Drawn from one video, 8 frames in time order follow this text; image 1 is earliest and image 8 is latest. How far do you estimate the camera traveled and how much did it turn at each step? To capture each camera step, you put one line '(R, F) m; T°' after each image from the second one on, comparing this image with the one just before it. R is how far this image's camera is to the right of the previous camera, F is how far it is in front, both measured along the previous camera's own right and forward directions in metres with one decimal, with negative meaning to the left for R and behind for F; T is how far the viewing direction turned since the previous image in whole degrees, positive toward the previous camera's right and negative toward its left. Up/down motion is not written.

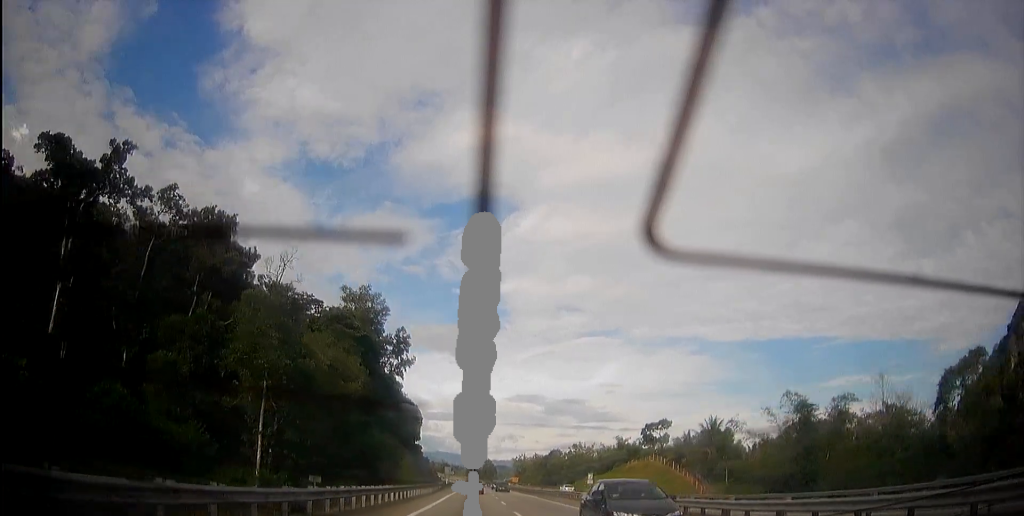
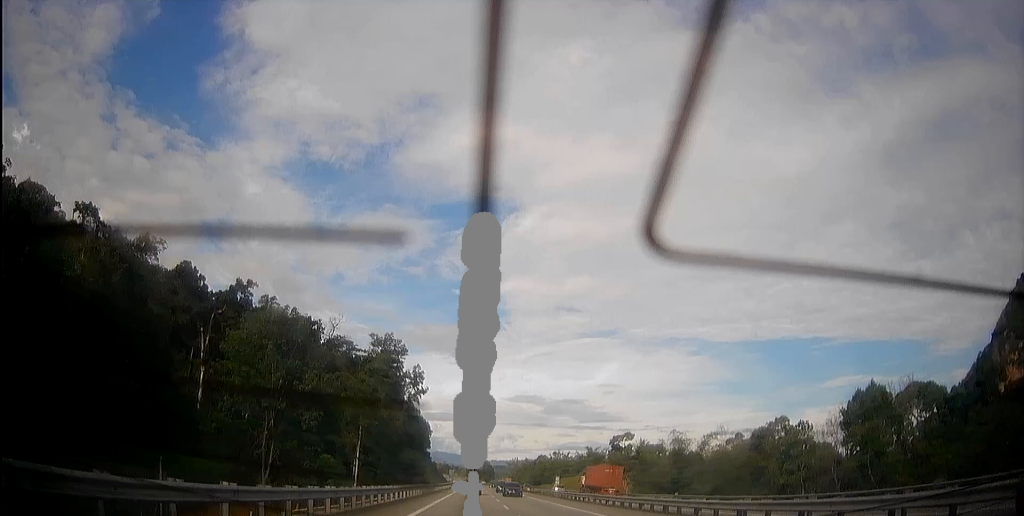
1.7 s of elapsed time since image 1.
(0.0, +44.2) m; 0°
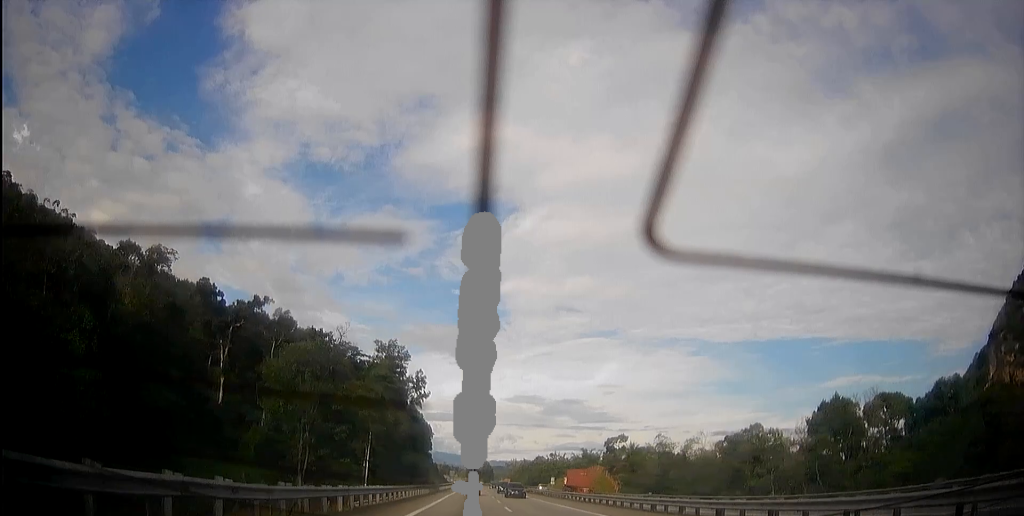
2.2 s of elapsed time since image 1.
(0.0, +11.3) m; 0°
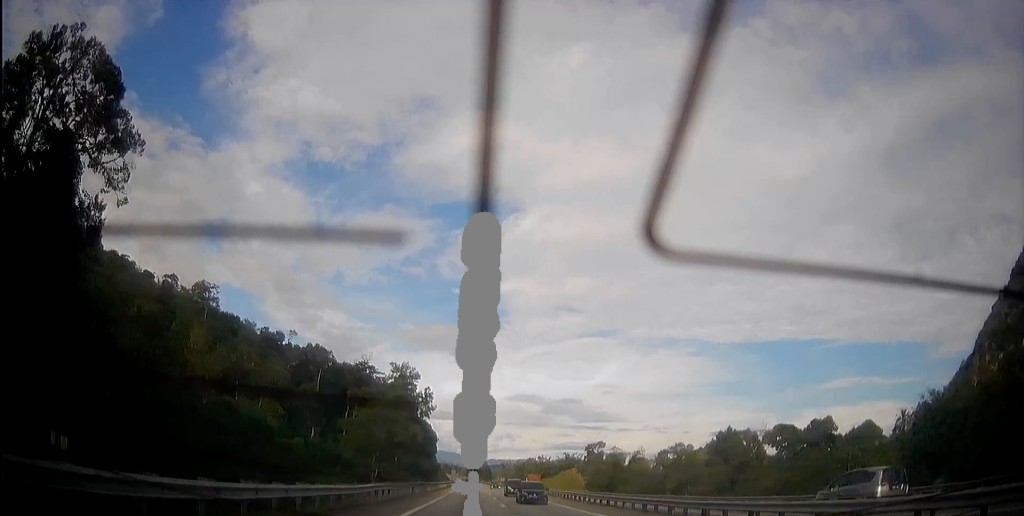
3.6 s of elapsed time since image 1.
(0.0, +38.0) m; 0°
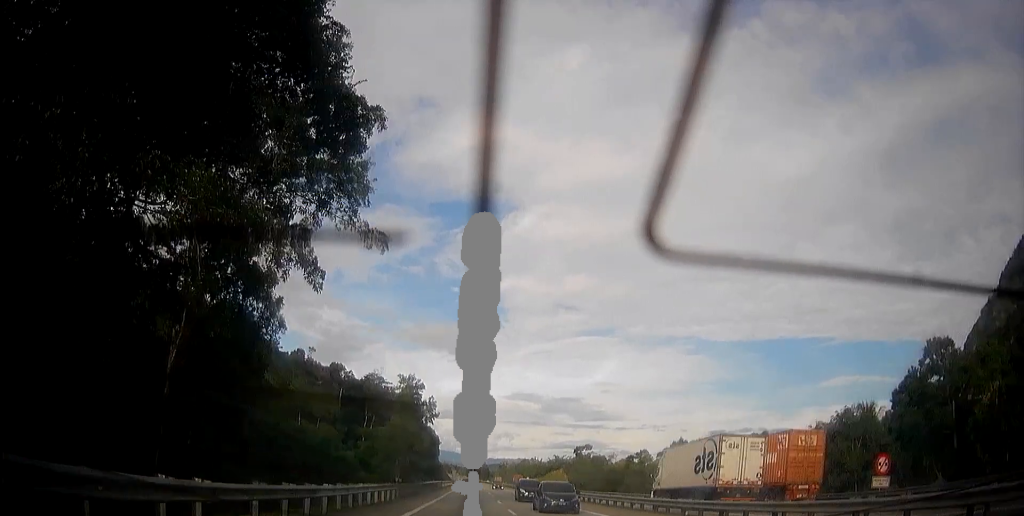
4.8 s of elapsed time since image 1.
(0.0, +28.8) m; 0°
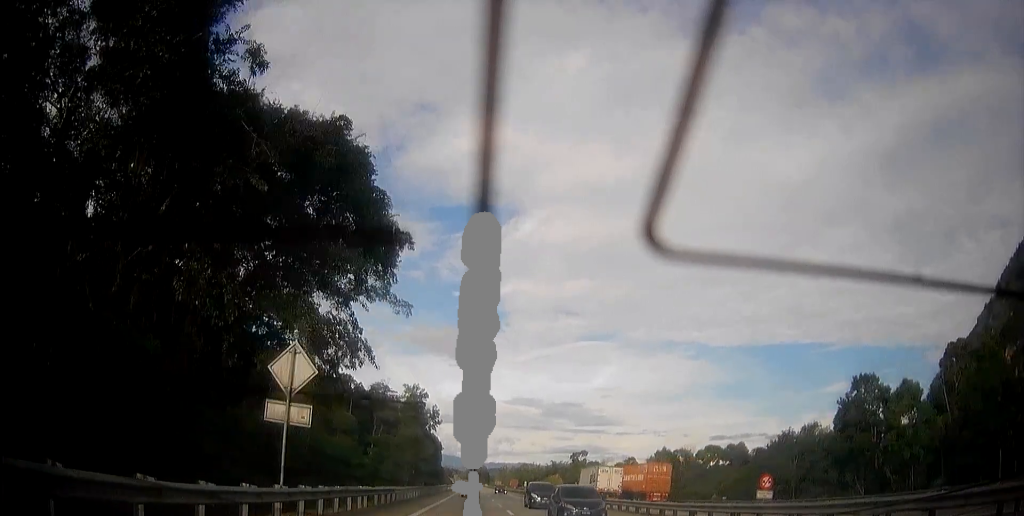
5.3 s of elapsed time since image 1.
(0.0, +13.4) m; 0°
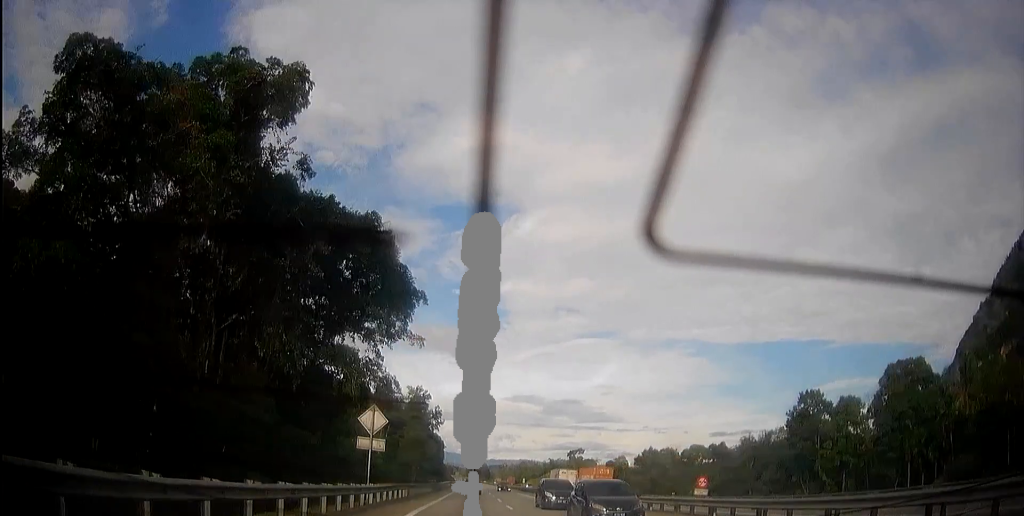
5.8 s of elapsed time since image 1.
(0.0, +14.4) m; 0°
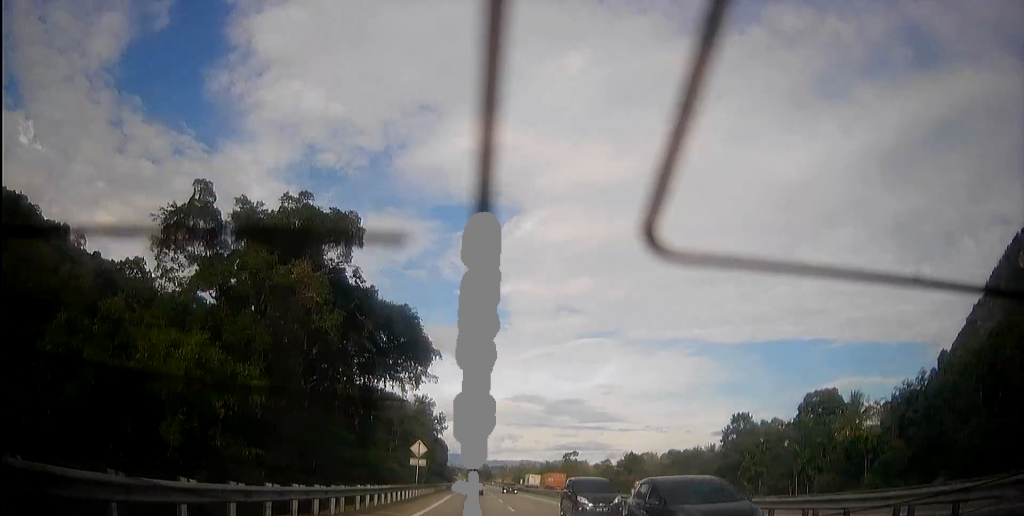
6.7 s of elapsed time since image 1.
(0.0, +22.7) m; 0°
